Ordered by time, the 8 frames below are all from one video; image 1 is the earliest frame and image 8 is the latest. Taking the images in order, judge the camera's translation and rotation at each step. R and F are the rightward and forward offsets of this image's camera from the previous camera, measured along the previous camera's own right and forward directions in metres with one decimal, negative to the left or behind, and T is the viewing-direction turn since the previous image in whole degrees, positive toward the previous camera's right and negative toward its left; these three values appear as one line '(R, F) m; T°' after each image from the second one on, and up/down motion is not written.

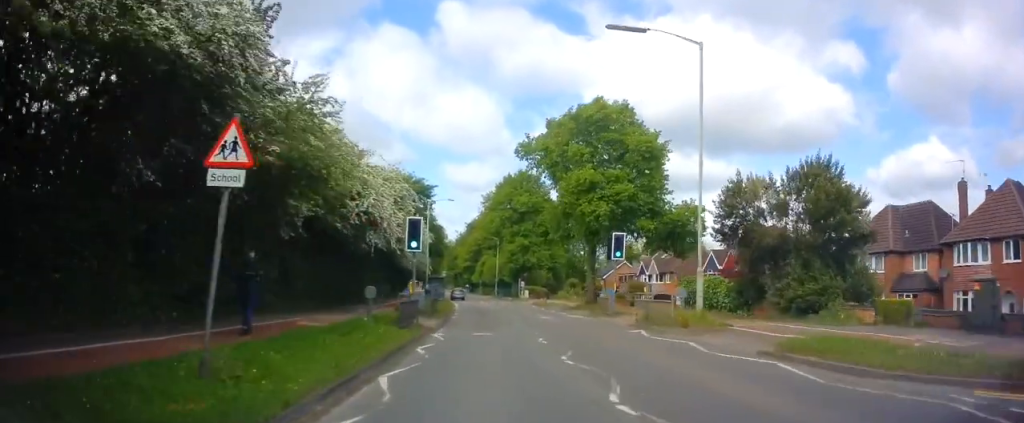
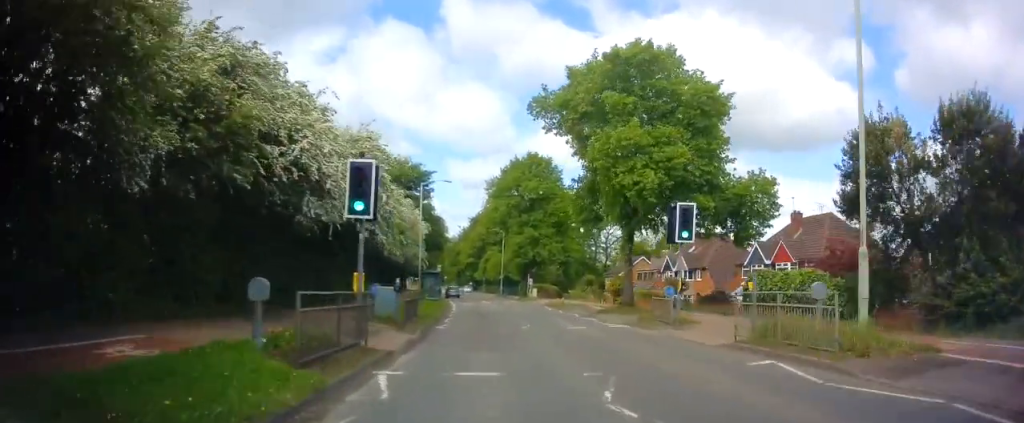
(-0.4, +8.5) m; -2°
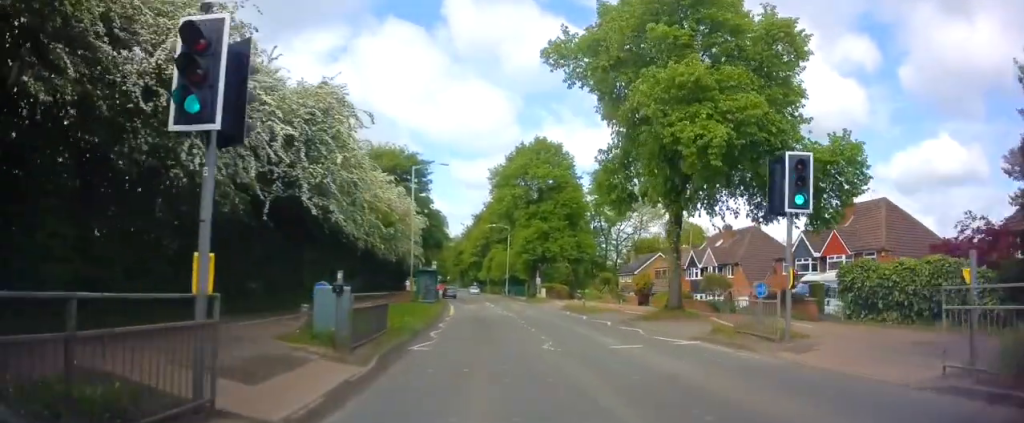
(0.0, +6.6) m; +2°
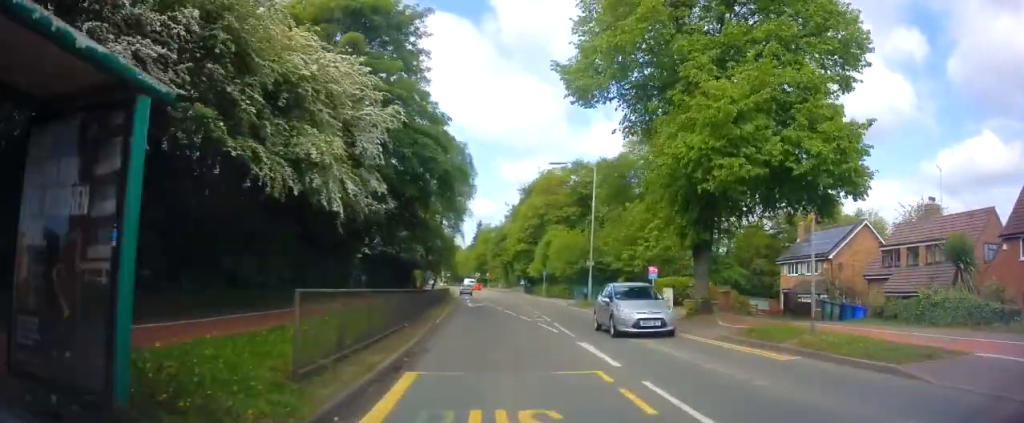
(-1.2, +37.9) m; -5°
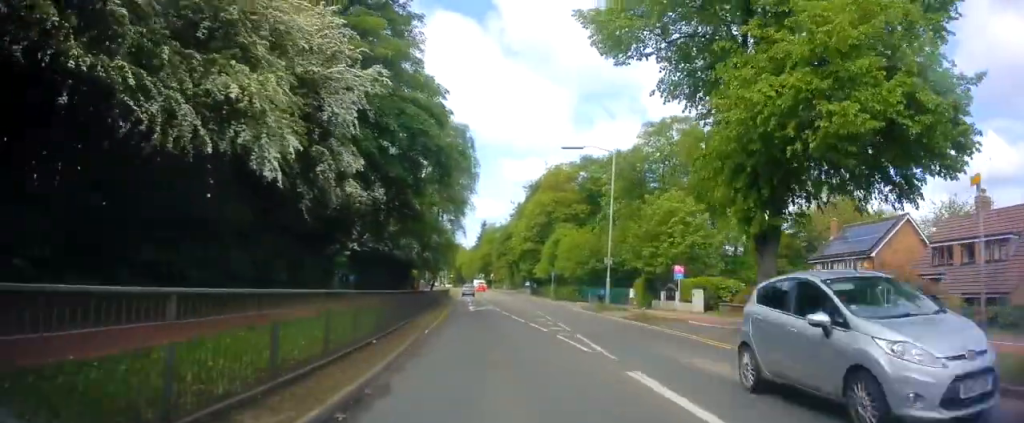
(+0.3, +4.6) m; 0°
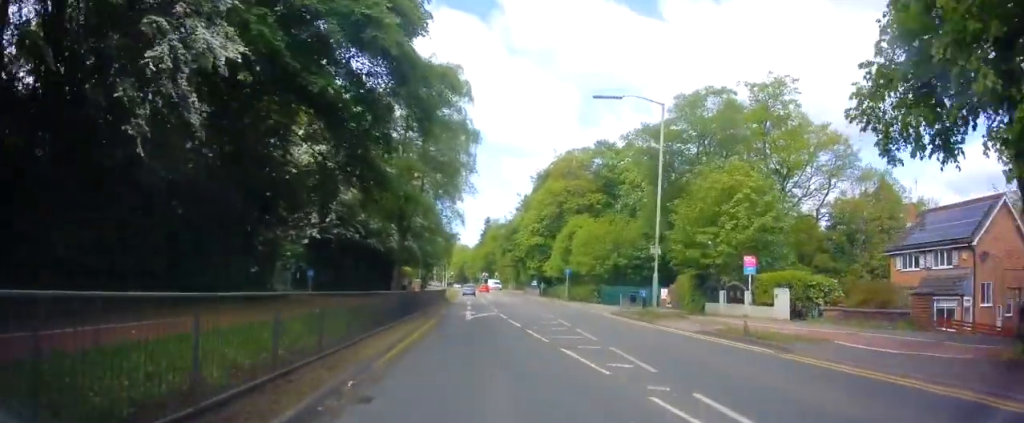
(+0.1, +9.2) m; 0°
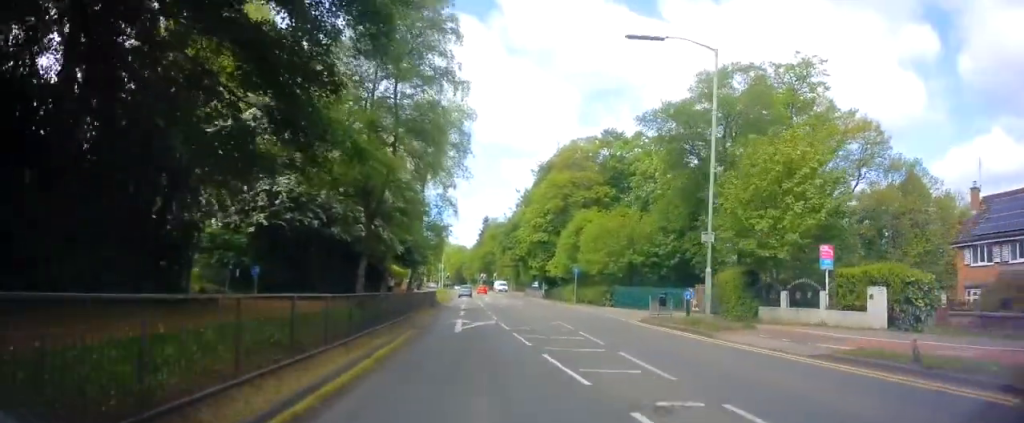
(-0.4, +6.4) m; 0°
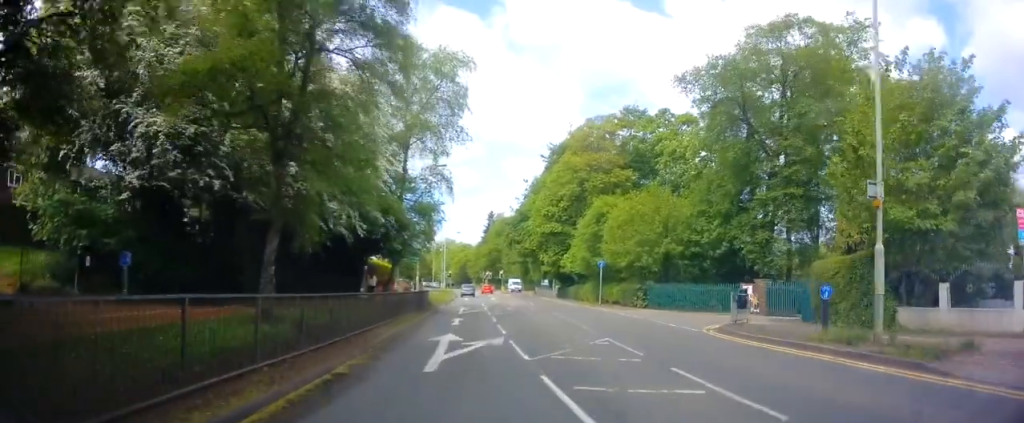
(+0.4, +8.7) m; +1°
